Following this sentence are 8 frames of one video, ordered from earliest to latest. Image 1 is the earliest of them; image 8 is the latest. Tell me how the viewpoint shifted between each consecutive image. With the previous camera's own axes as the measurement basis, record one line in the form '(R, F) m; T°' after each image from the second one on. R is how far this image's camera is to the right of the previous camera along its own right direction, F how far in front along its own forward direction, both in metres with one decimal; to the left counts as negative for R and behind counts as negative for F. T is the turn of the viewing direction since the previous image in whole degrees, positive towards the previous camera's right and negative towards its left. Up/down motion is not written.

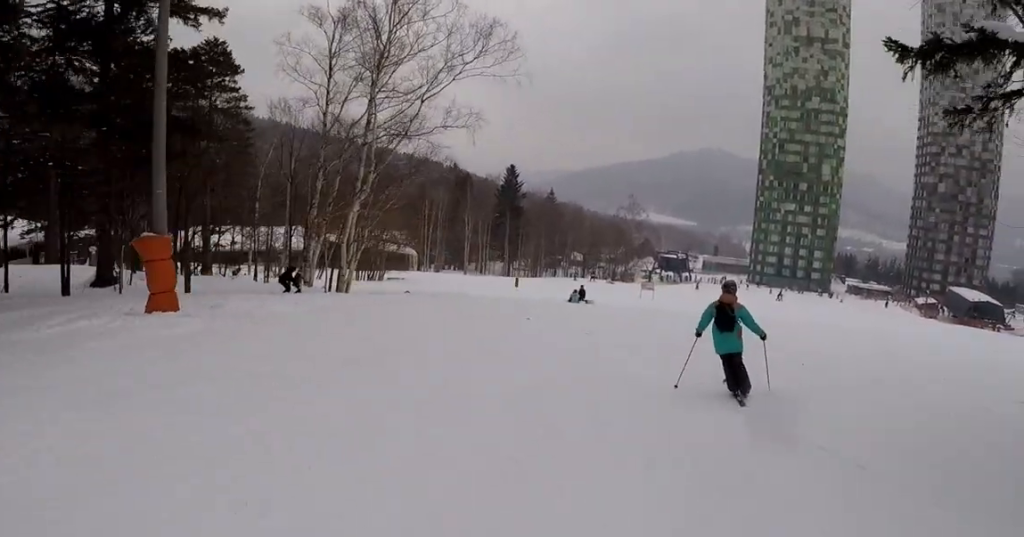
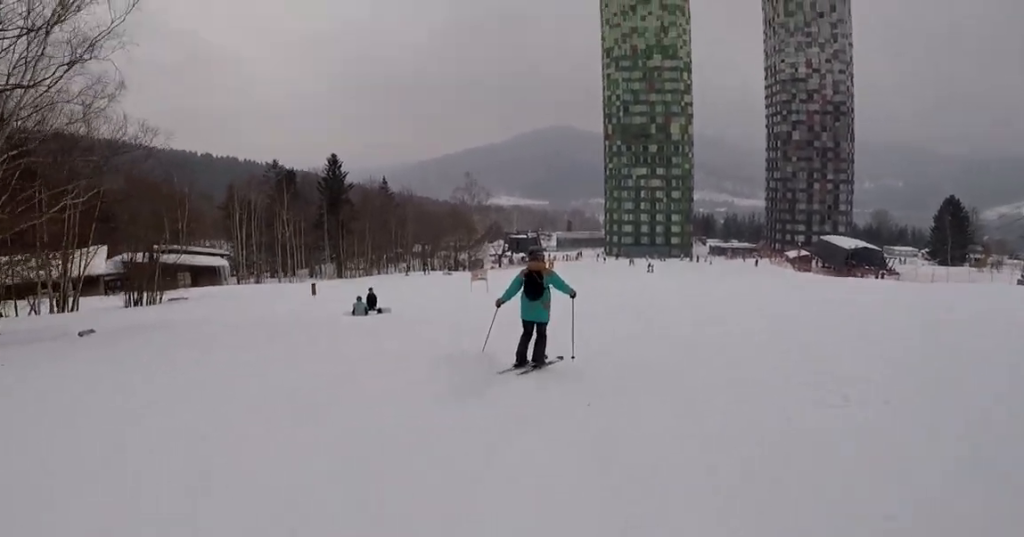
(+1.9, +12.0) m; +4°
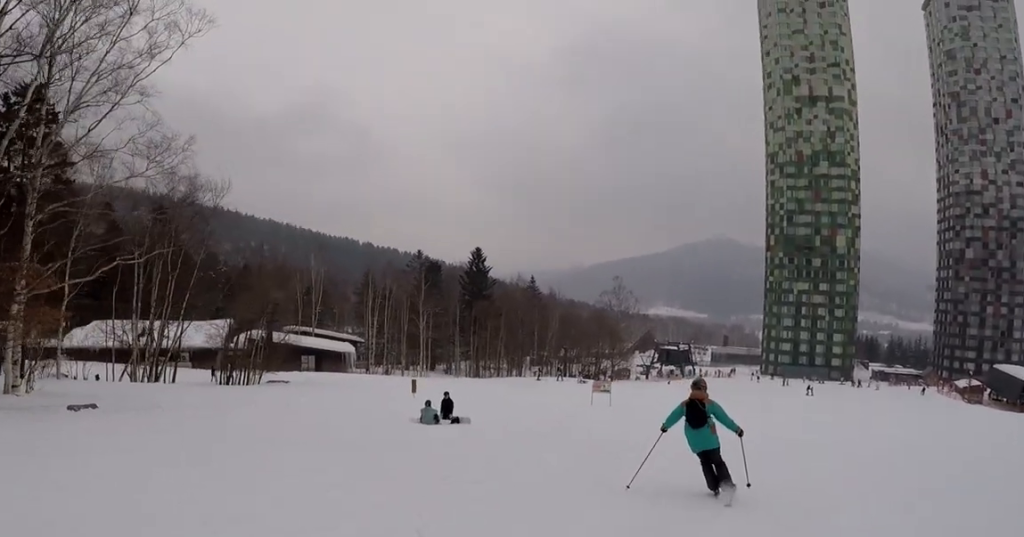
(-0.3, +5.5) m; -6°
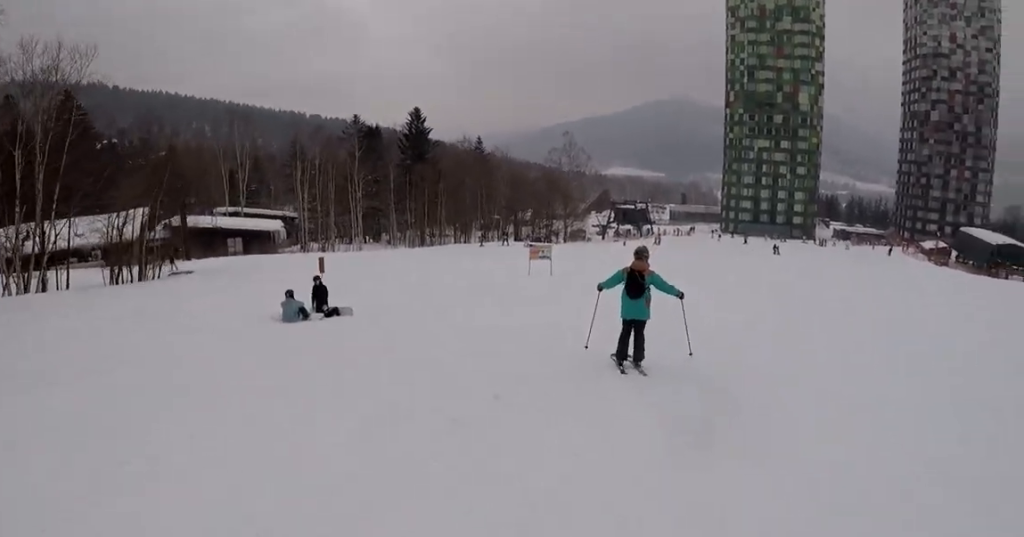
(-0.7, +6.0) m; -4°
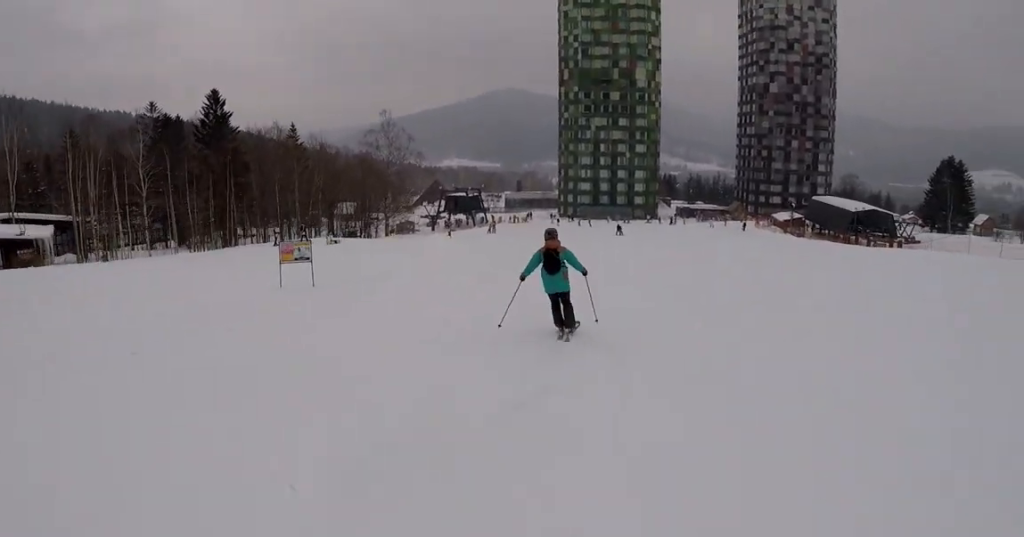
(+1.3, +11.5) m; +7°
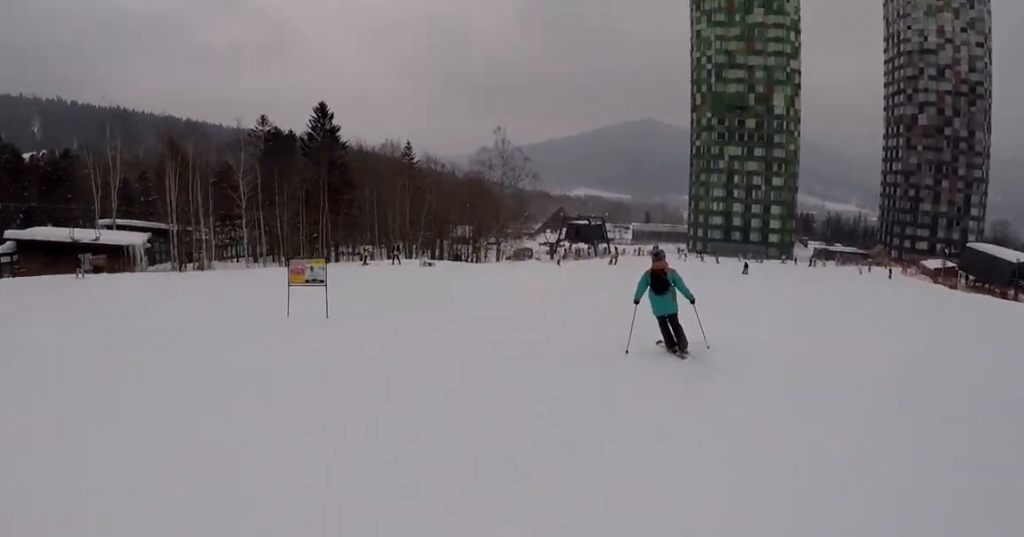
(0.0, +5.5) m; -3°
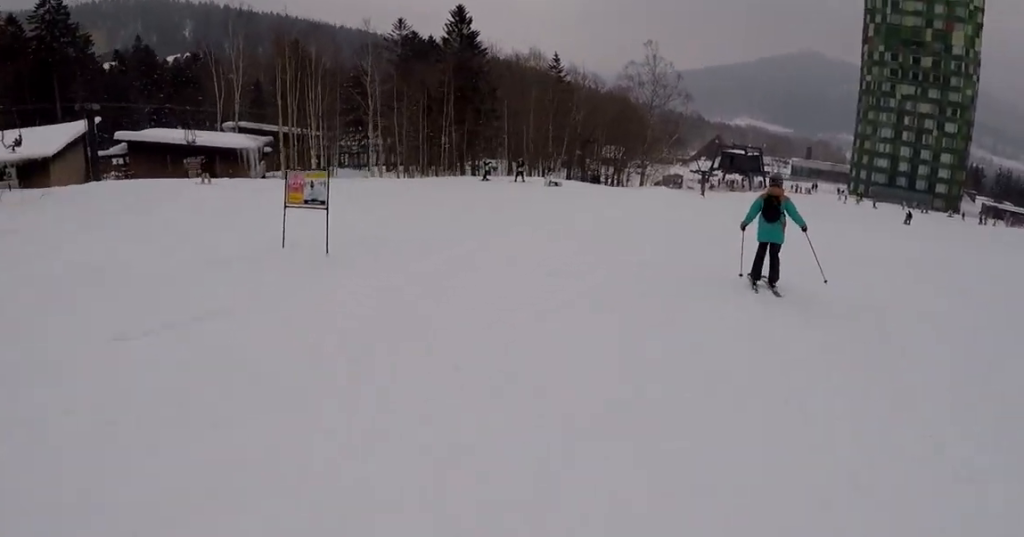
(-0.2, +5.0) m; -5°
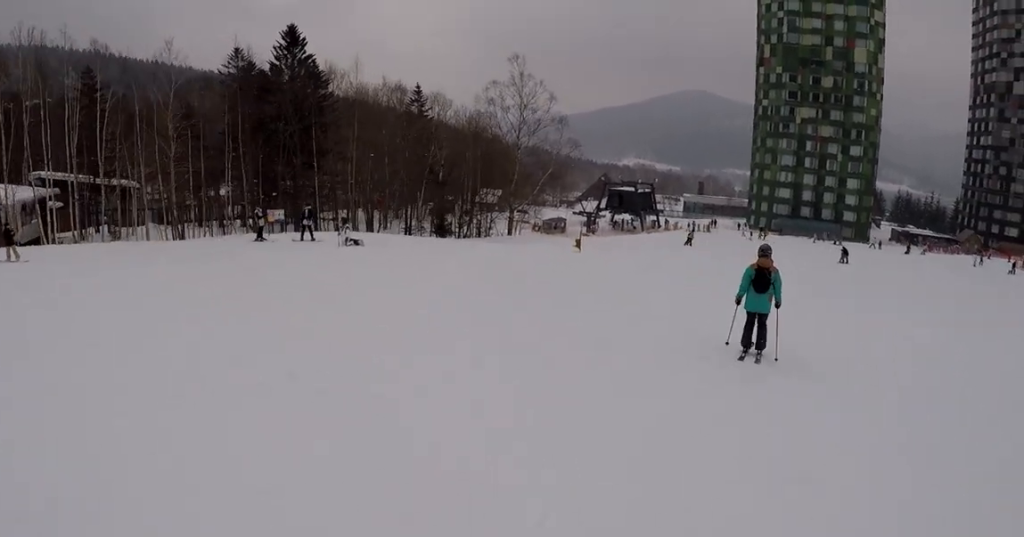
(-0.2, +14.4) m; +6°
